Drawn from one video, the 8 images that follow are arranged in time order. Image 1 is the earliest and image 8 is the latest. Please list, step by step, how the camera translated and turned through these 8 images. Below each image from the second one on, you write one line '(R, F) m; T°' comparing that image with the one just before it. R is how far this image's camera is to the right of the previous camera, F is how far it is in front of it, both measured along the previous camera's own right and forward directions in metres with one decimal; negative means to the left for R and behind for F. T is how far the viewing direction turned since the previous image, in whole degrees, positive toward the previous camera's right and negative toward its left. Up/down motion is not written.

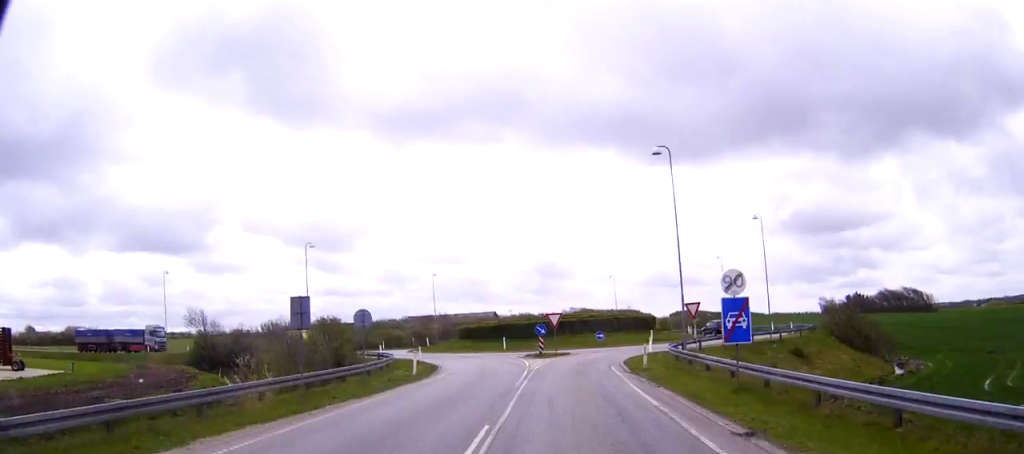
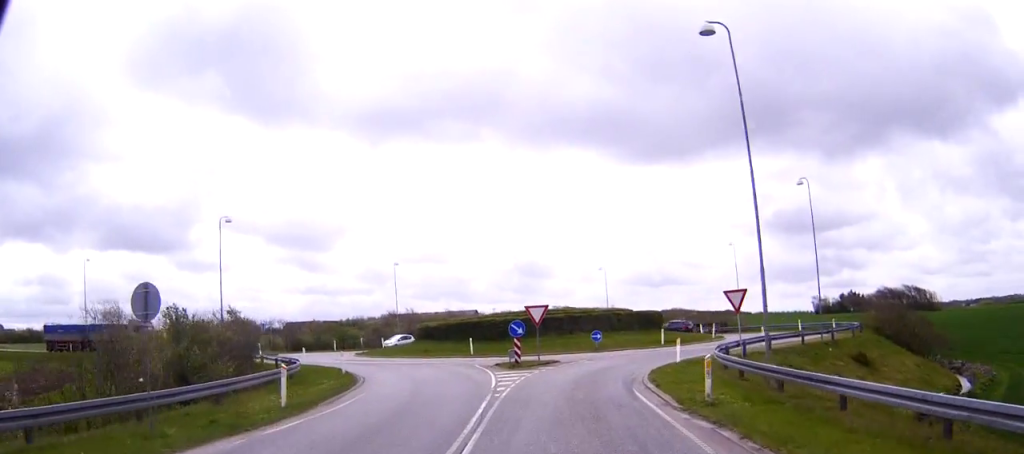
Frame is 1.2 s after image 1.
(+0.2, +14.6) m; +2°
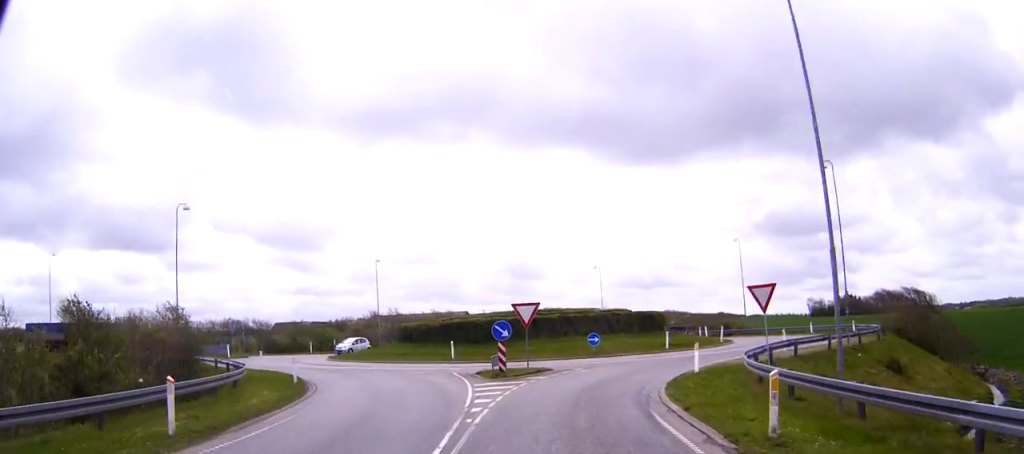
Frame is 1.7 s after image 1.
(0.0, +5.4) m; +1°
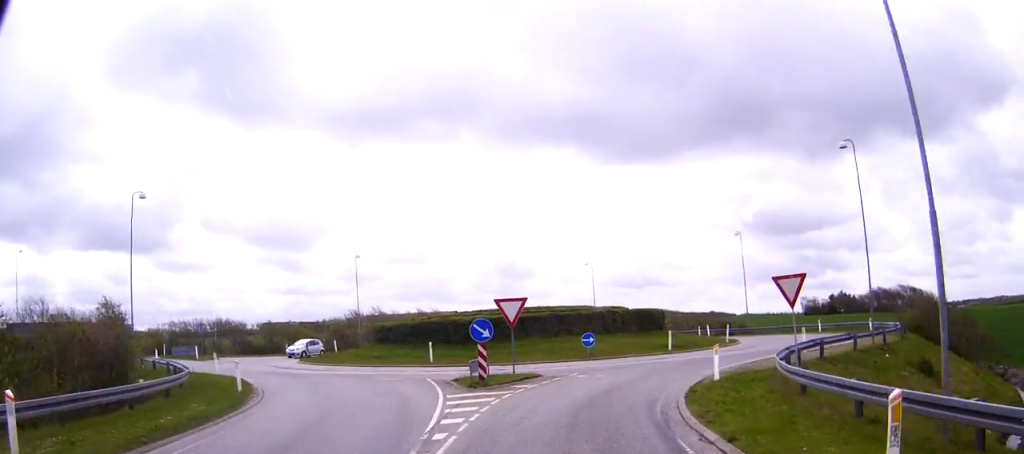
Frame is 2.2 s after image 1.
(0.0, +4.4) m; +1°
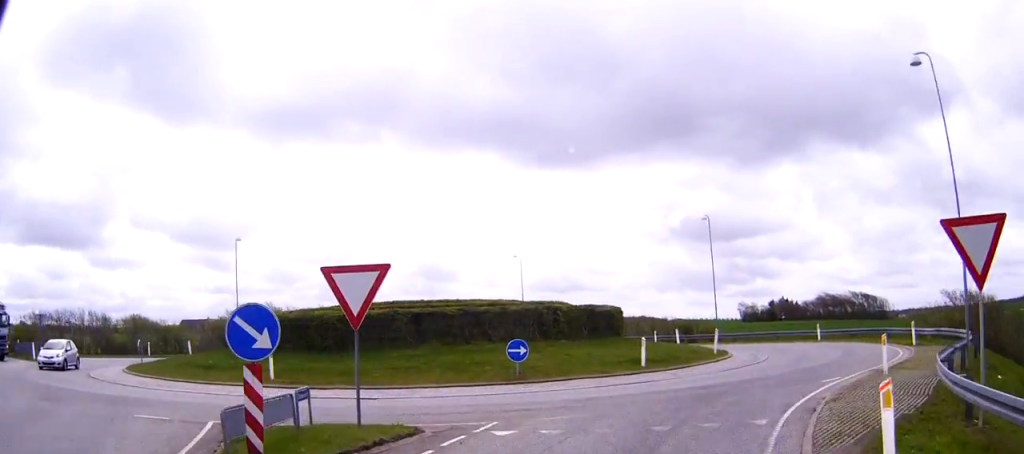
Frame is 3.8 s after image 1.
(+0.5, +14.3) m; +8°
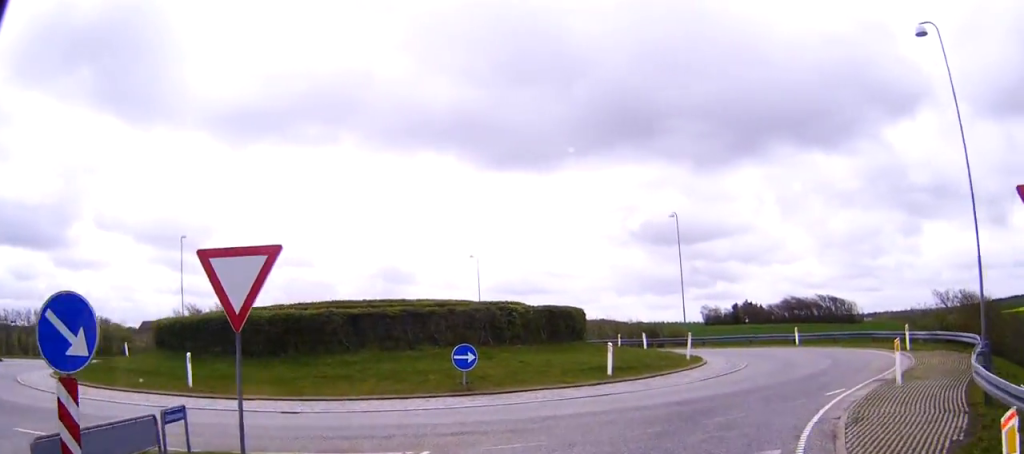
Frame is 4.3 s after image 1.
(+0.2, +3.2) m; +3°
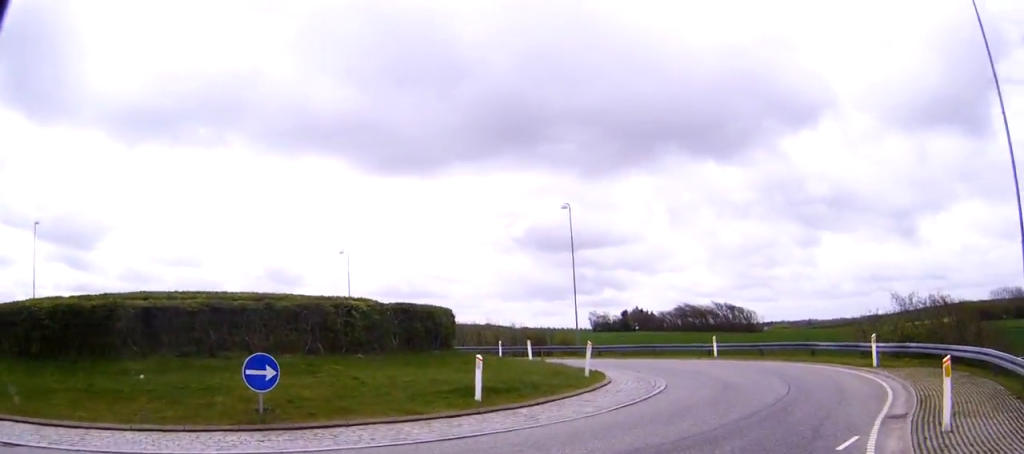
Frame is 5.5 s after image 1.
(+0.5, +7.3) m; +9°
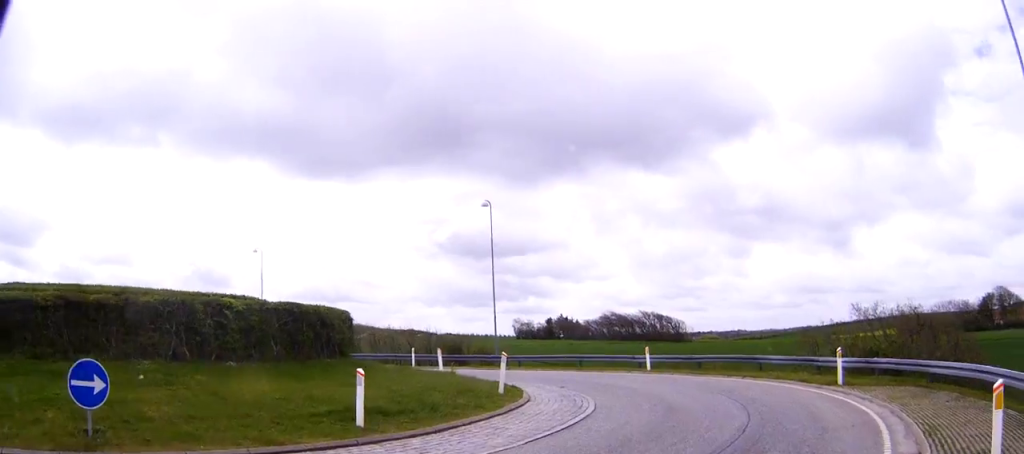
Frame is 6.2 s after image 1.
(+0.1, +3.2) m; +5°
